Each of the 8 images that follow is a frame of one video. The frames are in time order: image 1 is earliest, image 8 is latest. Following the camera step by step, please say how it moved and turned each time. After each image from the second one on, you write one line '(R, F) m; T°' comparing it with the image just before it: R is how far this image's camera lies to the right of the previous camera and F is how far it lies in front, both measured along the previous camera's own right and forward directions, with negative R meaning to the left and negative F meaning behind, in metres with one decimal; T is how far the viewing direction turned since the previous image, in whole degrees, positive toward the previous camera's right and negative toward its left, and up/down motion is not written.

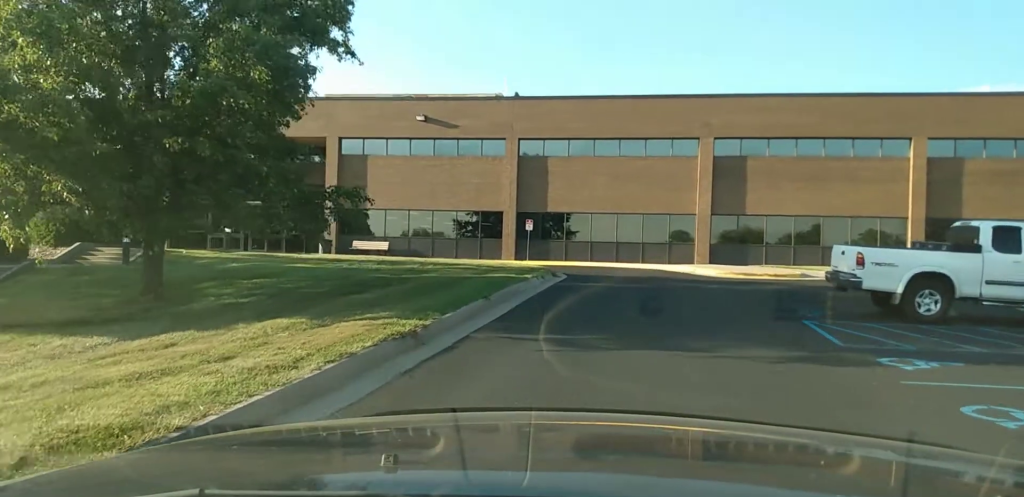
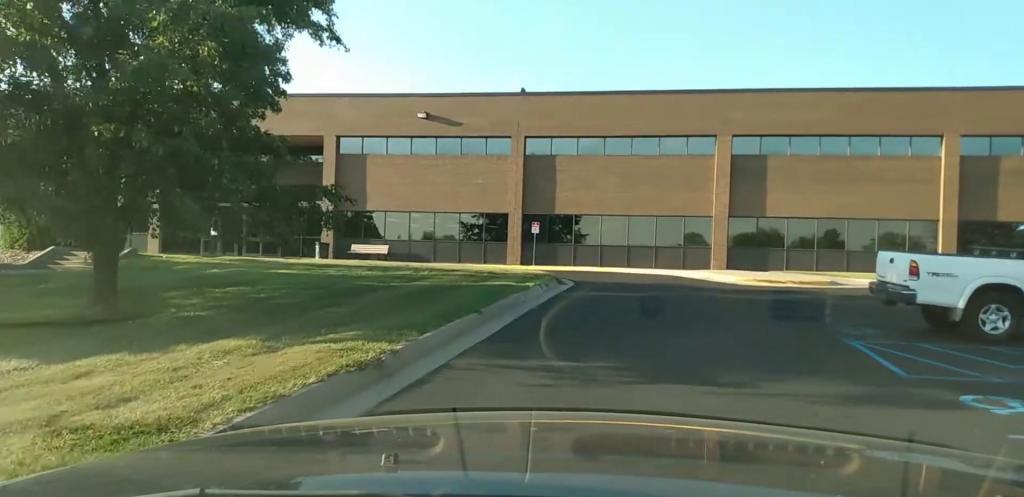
(0.0, +2.1) m; 0°
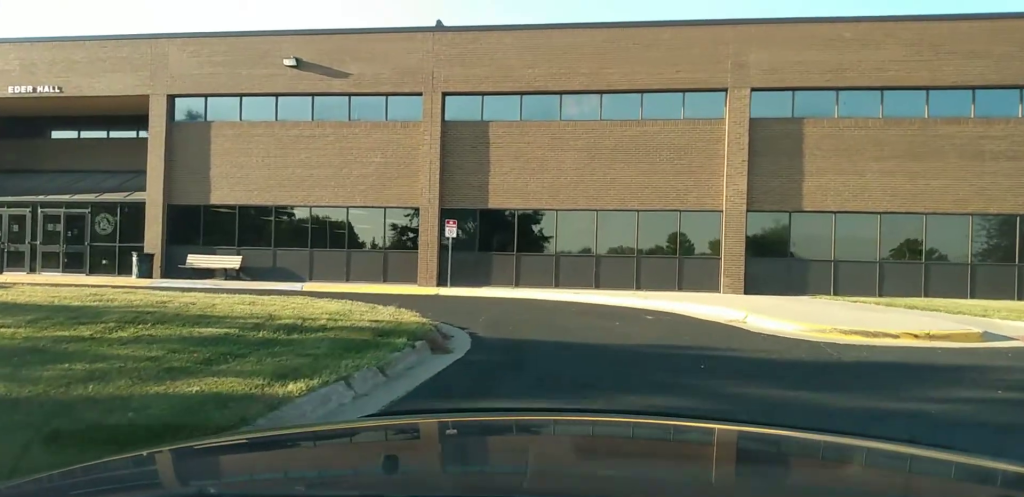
(0.0, +11.3) m; 0°
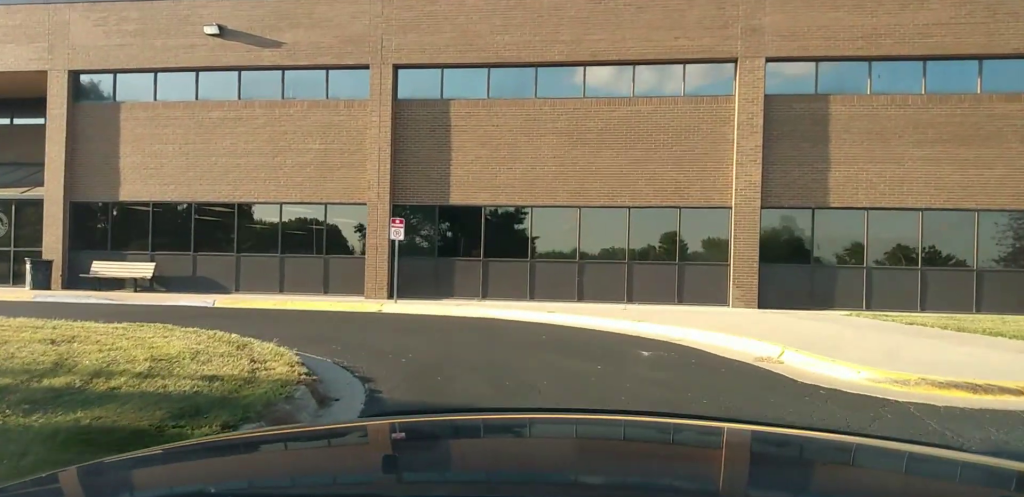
(0.0, +3.5) m; 0°
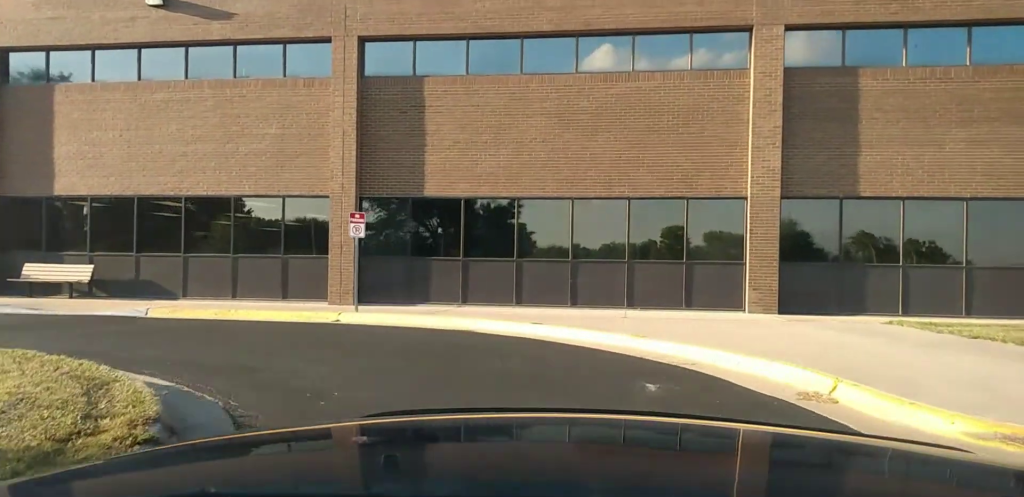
(0.0, +3.1) m; 0°
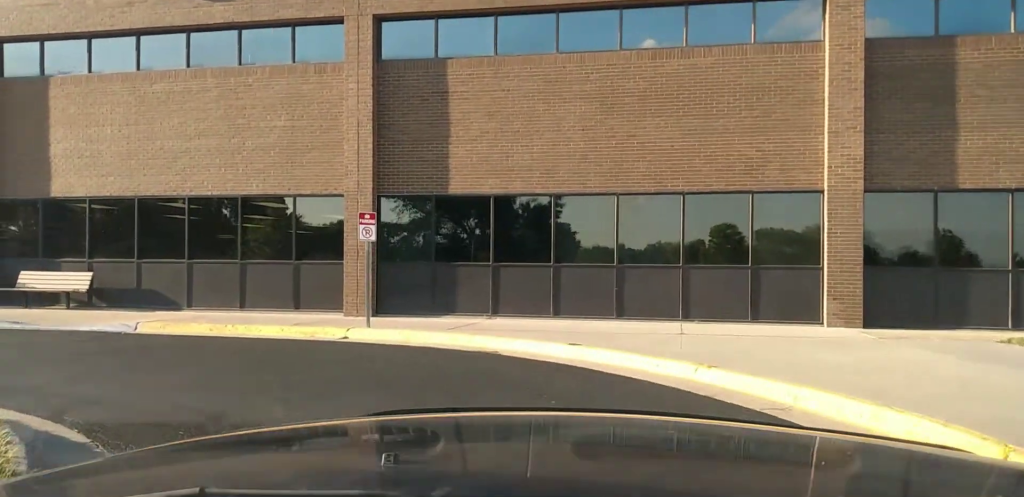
(0.0, +2.8) m; -2°
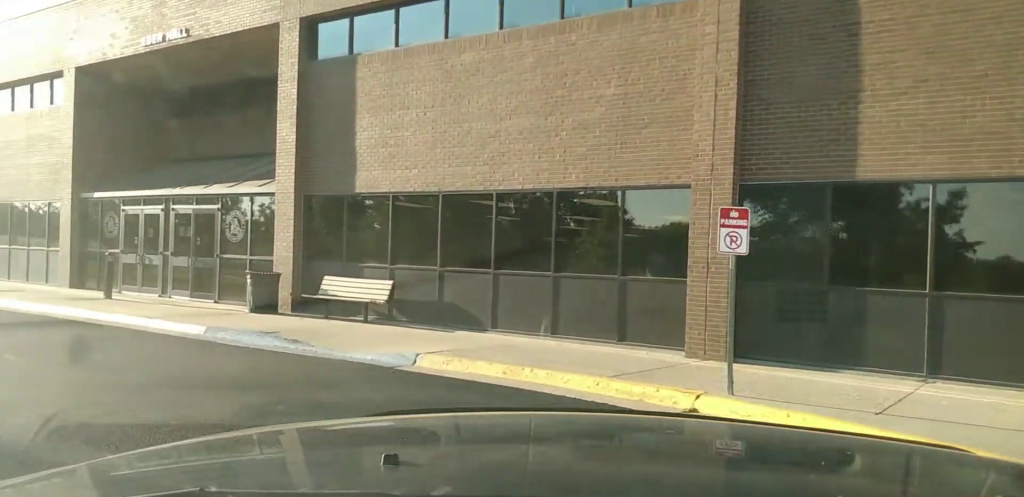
(-0.9, +5.4) m; -31°
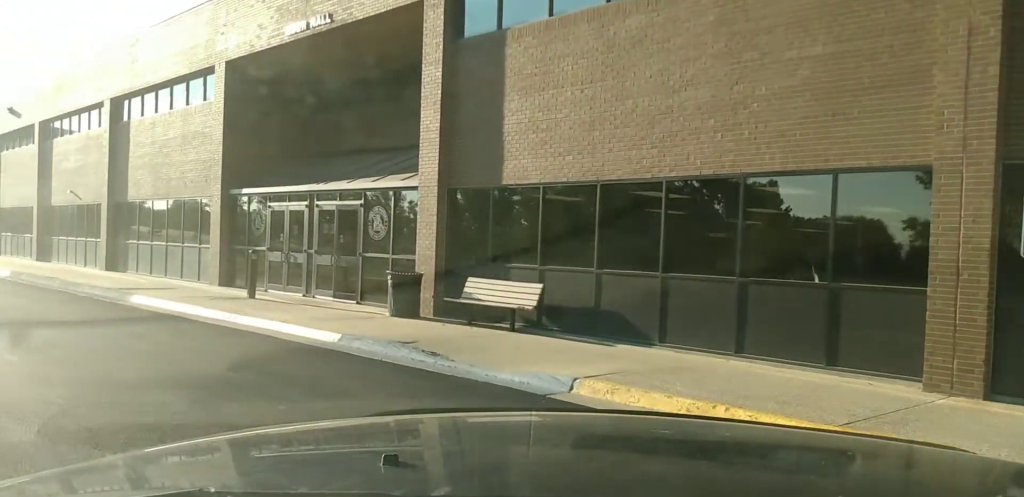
(-0.3, +1.7) m; -15°
